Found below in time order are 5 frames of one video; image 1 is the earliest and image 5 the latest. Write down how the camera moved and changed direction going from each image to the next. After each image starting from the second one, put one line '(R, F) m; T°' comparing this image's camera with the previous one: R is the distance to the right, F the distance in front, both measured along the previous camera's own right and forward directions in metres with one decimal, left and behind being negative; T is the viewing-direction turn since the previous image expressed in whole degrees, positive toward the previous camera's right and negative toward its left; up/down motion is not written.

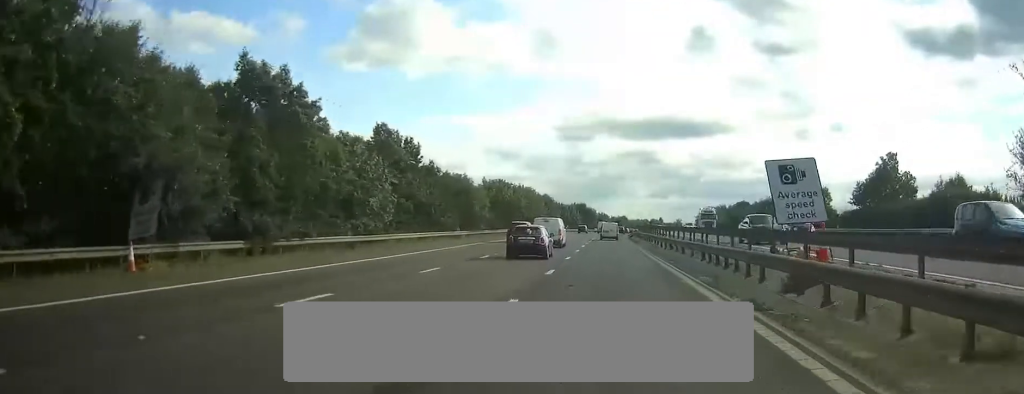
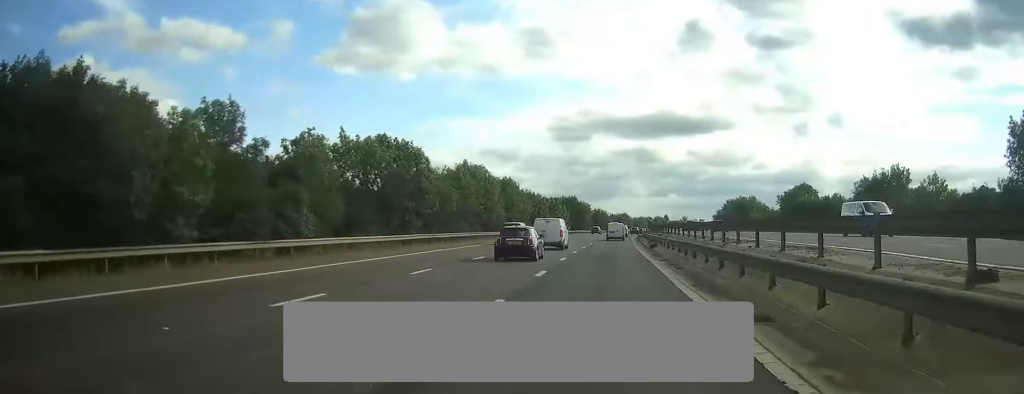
(0.0, +53.6) m; 0°
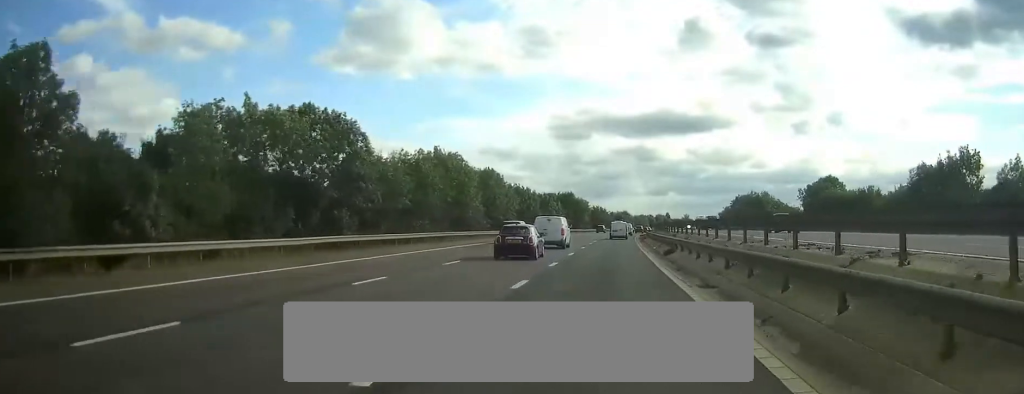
(0.0, +13.9) m; 0°
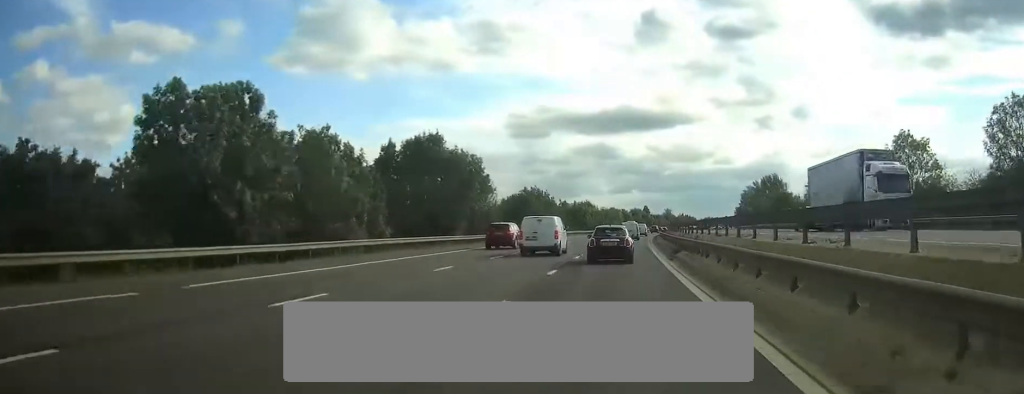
(+3.0, +109.6) m; +4°
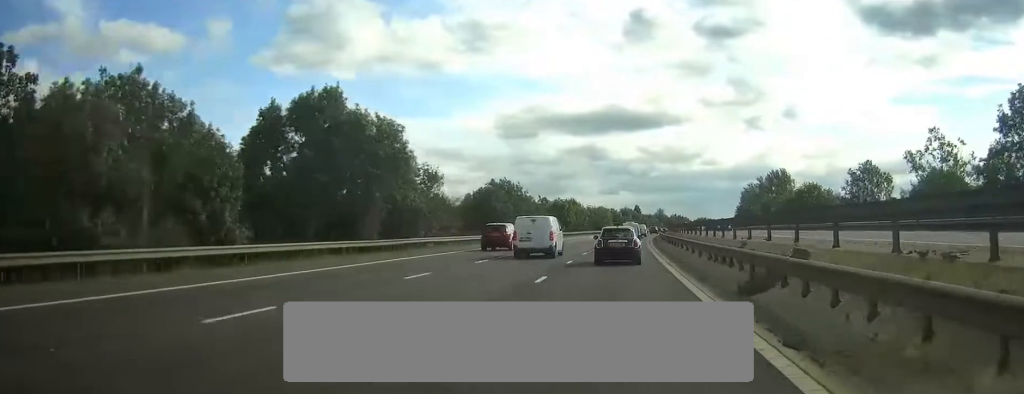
(+0.1, +21.4) m; +1°
